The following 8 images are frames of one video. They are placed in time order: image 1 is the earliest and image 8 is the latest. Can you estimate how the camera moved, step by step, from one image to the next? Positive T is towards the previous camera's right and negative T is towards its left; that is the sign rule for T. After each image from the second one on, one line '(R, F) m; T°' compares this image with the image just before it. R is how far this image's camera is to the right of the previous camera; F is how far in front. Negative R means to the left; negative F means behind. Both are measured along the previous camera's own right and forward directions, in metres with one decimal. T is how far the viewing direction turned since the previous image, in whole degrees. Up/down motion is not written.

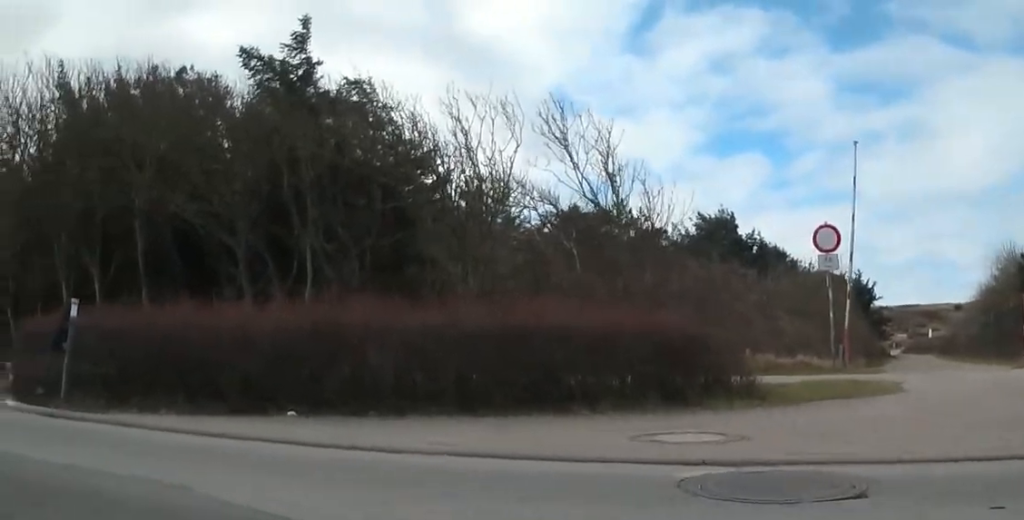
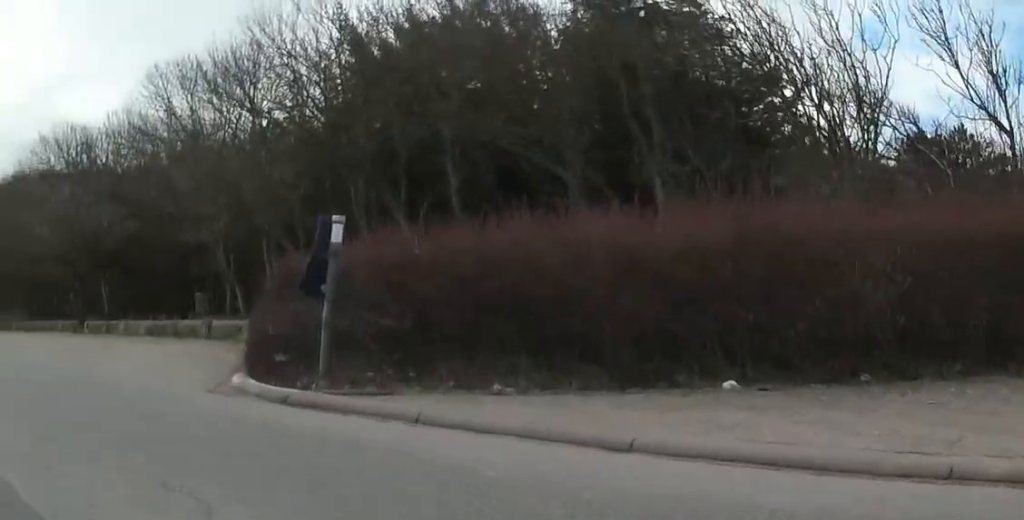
(-0.9, +3.7) m; -28°
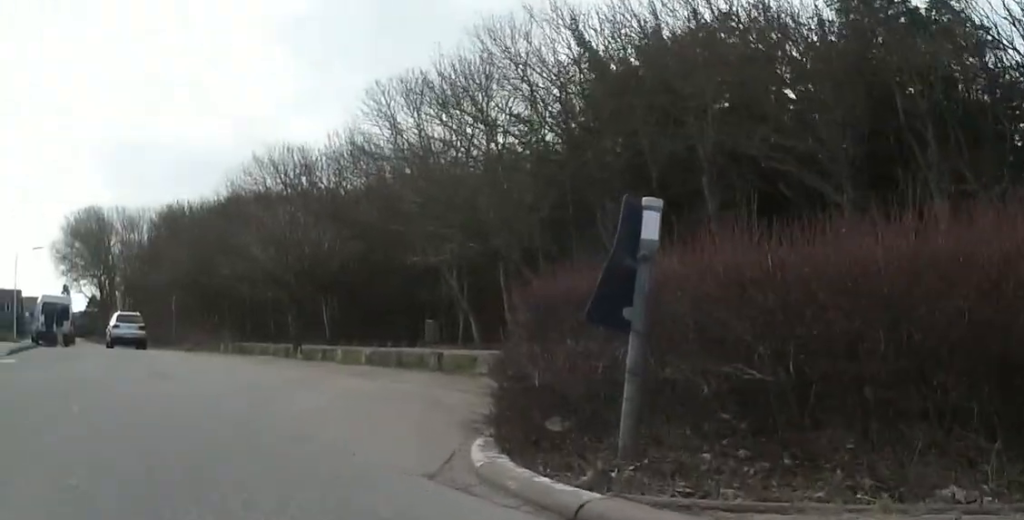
(-0.3, +2.4) m; -14°
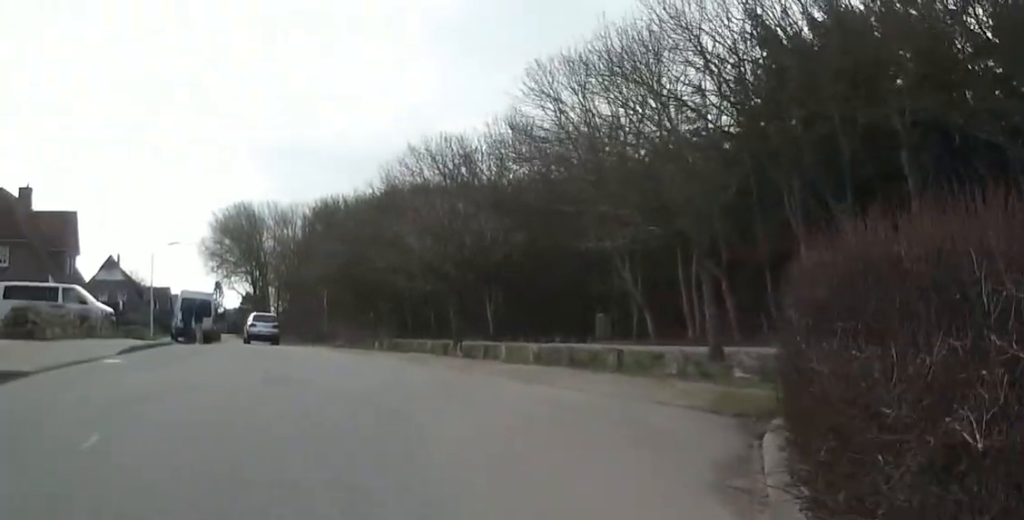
(-0.3, +2.3) m; -5°
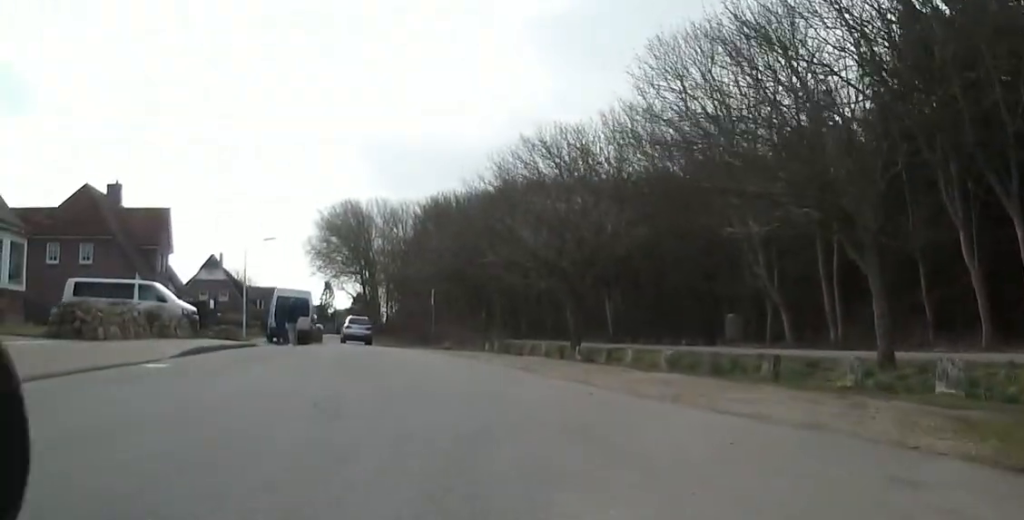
(-0.5, +2.7) m; 0°
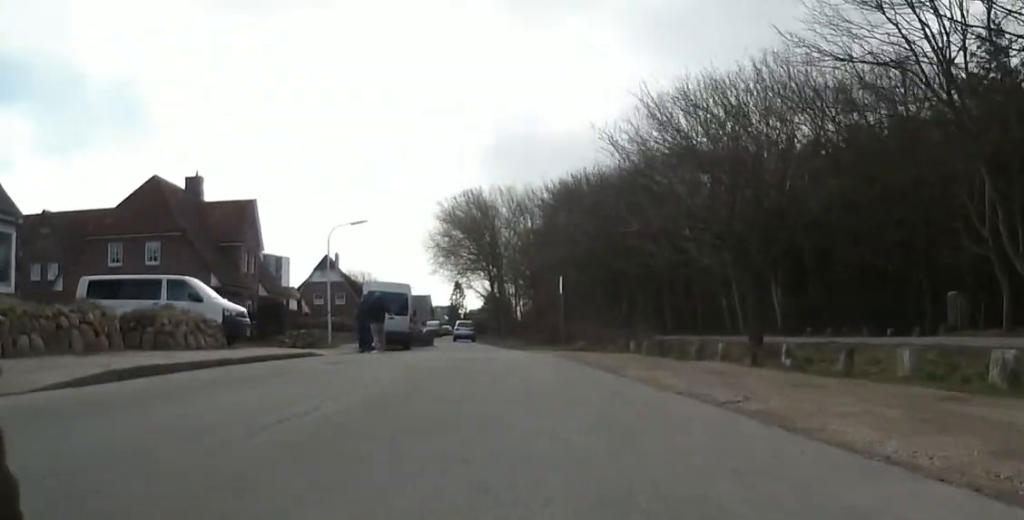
(+1.1, +7.7) m; +5°
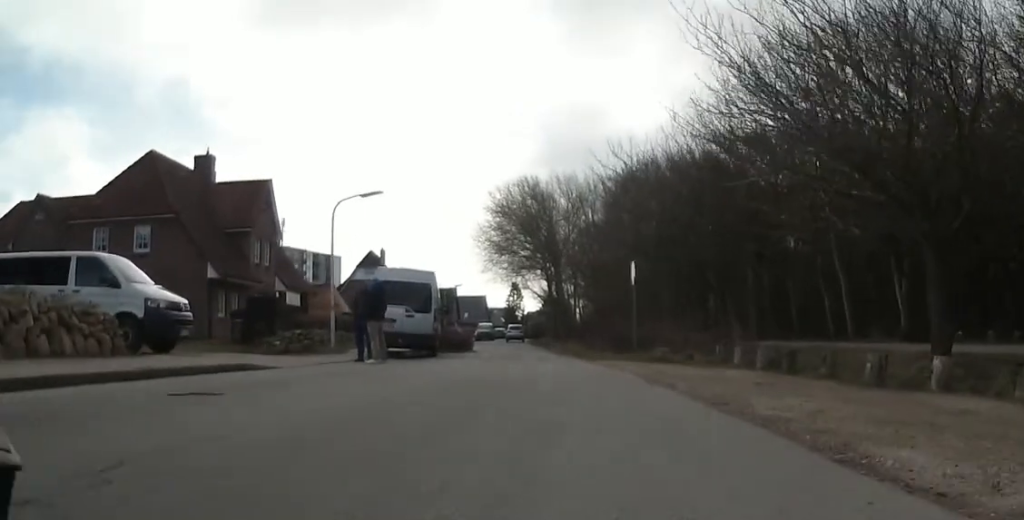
(-0.7, +7.1) m; -9°
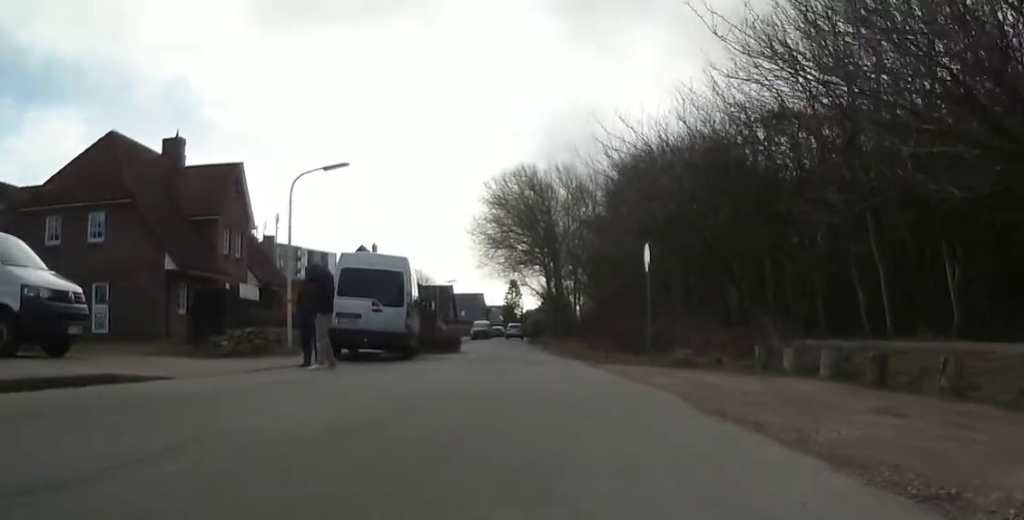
(-0.1, +4.2) m; -1°
